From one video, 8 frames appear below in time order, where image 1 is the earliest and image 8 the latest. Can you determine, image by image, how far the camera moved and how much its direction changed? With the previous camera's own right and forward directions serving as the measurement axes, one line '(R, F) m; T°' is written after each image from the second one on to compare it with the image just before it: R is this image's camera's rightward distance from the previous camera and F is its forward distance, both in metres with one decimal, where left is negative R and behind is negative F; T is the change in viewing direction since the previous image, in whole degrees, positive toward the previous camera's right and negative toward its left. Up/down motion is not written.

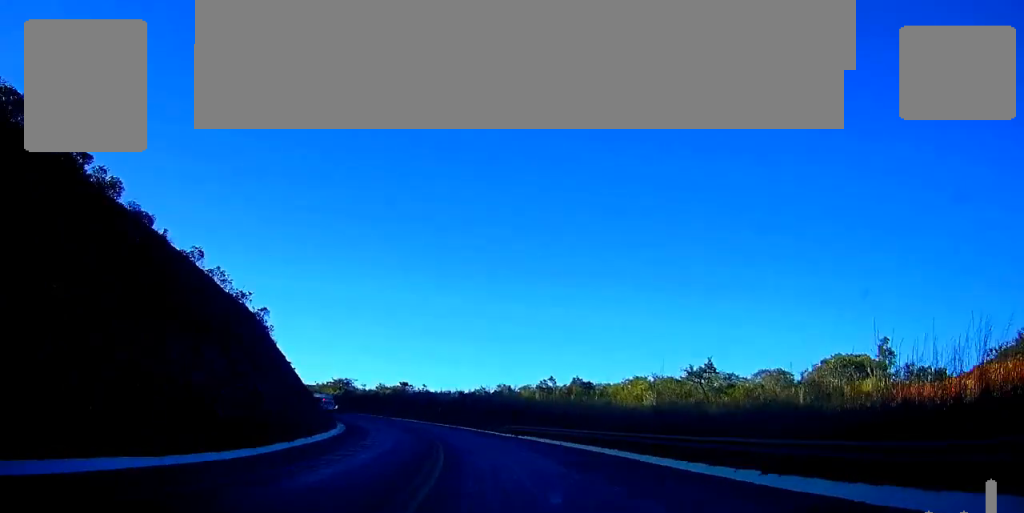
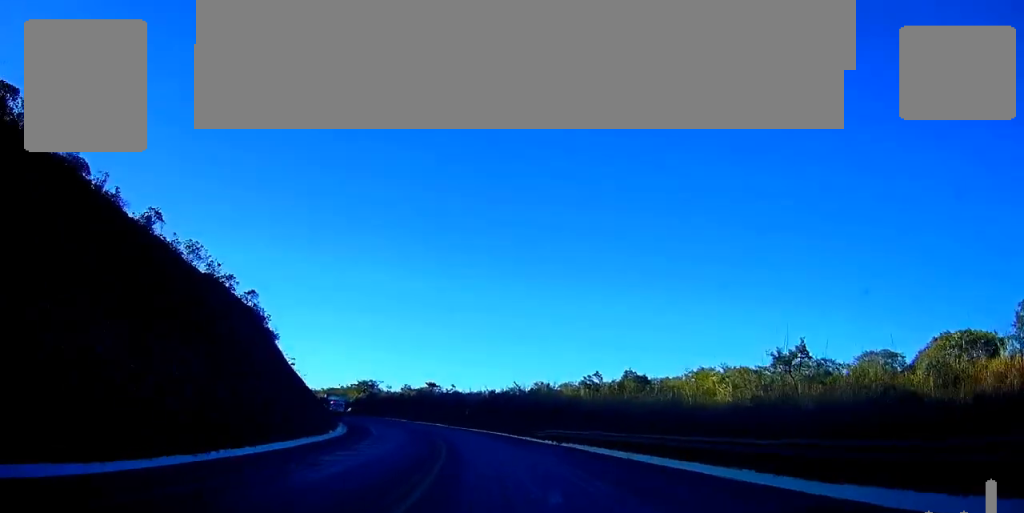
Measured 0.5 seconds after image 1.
(-0.2, +12.1) m; -3°
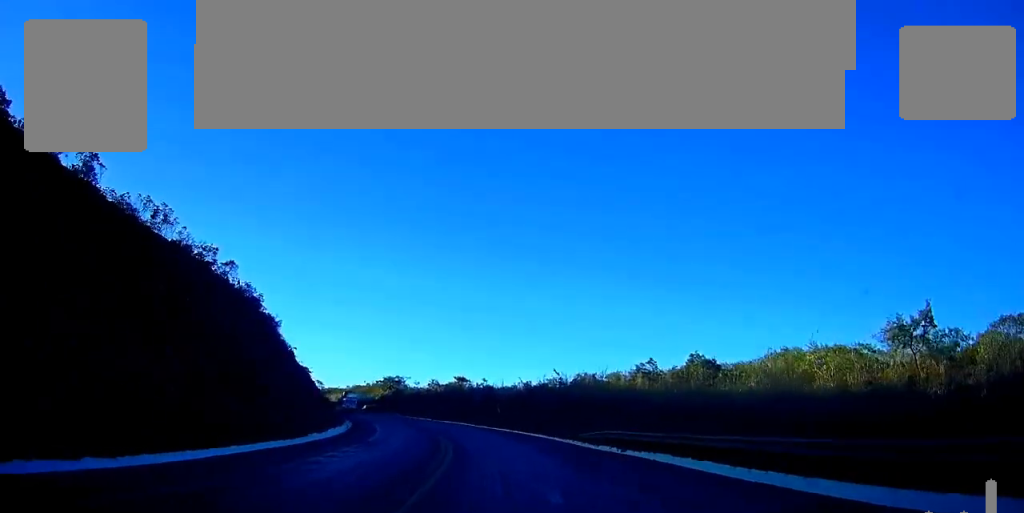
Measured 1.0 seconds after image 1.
(-0.5, +11.4) m; -3°
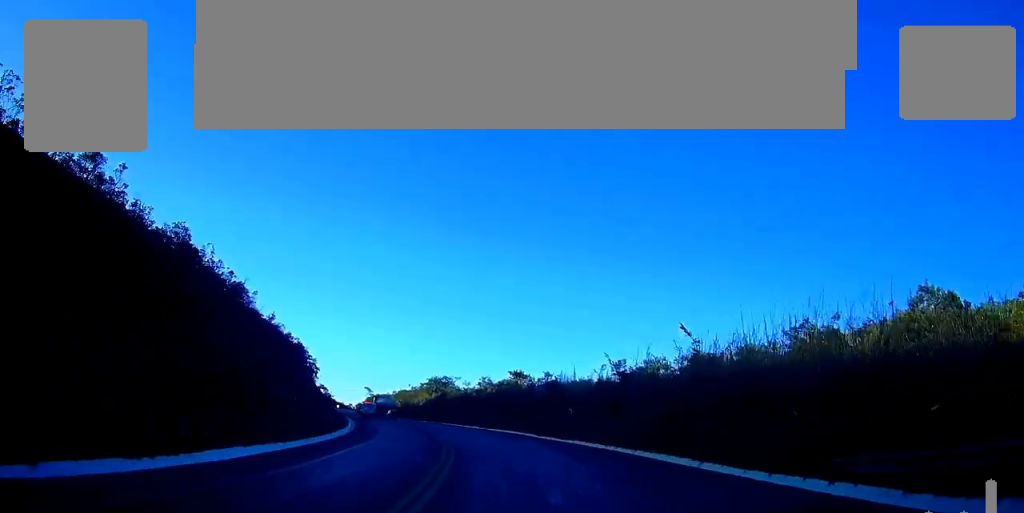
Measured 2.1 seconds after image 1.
(-1.2, +23.5) m; -6°
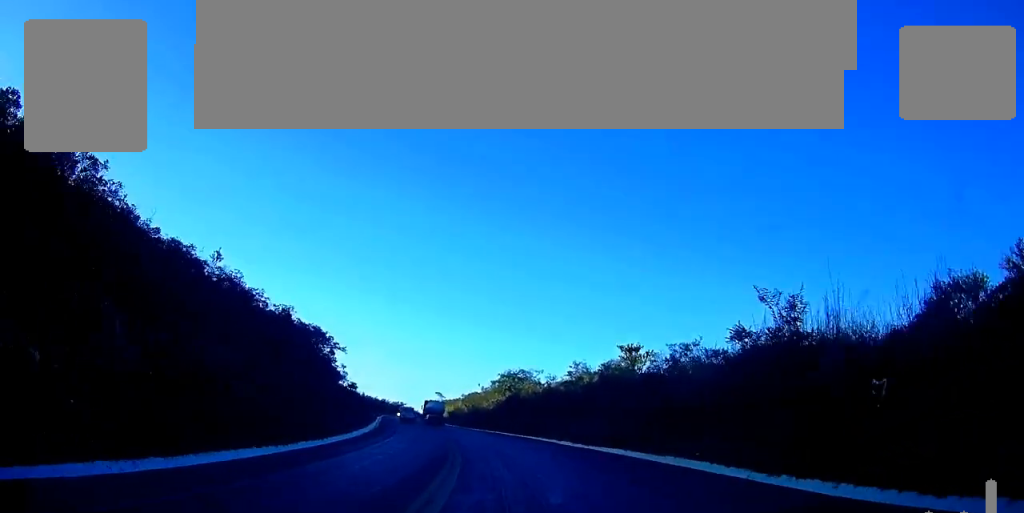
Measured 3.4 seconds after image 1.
(-1.7, +31.2) m; -7°
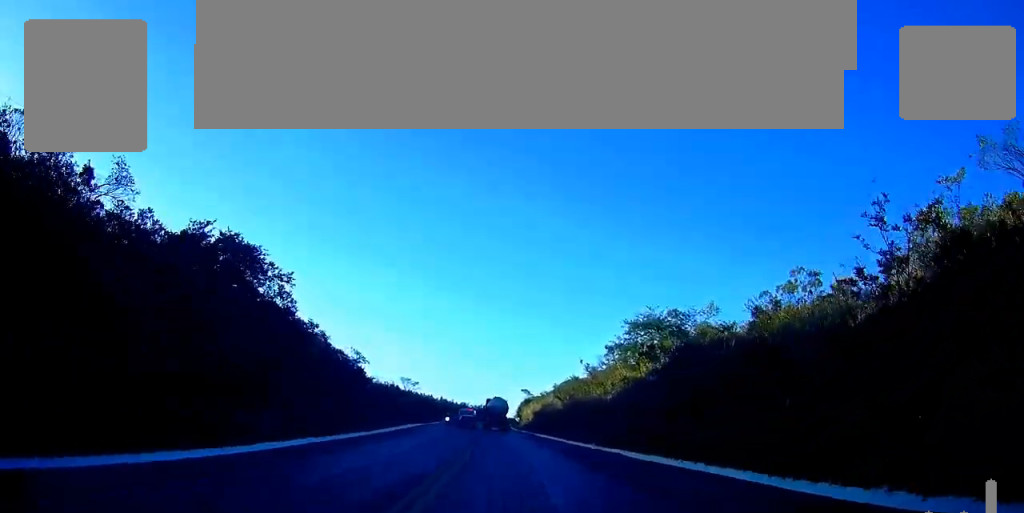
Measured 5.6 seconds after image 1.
(-3.6, +47.9) m; -7°
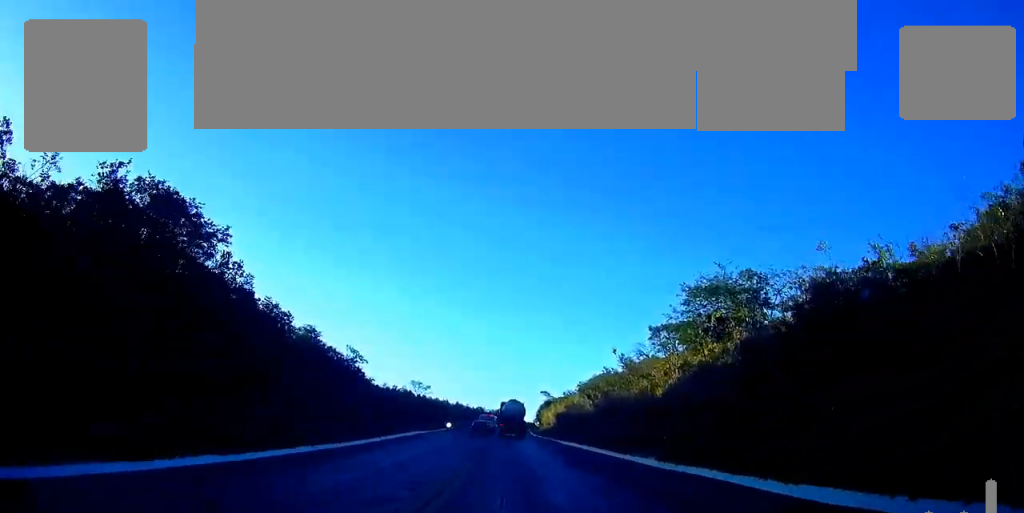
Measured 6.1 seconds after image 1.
(-0.1, +11.7) m; -1°
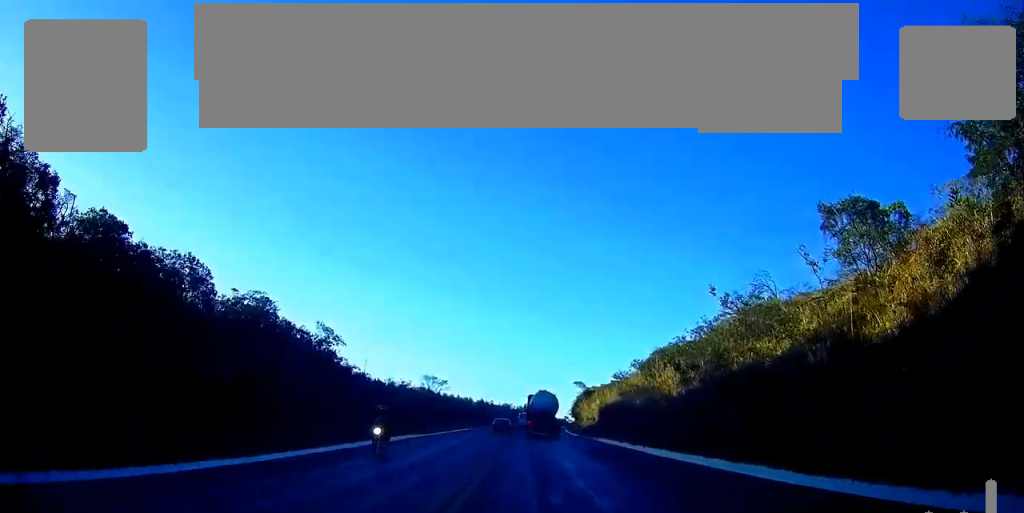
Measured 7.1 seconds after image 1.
(-0.5, +22.1) m; -2°
